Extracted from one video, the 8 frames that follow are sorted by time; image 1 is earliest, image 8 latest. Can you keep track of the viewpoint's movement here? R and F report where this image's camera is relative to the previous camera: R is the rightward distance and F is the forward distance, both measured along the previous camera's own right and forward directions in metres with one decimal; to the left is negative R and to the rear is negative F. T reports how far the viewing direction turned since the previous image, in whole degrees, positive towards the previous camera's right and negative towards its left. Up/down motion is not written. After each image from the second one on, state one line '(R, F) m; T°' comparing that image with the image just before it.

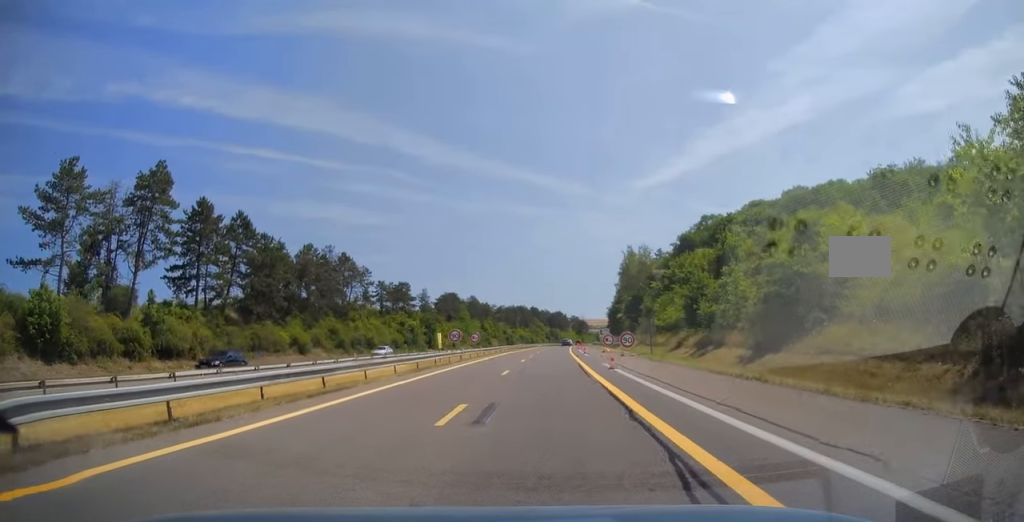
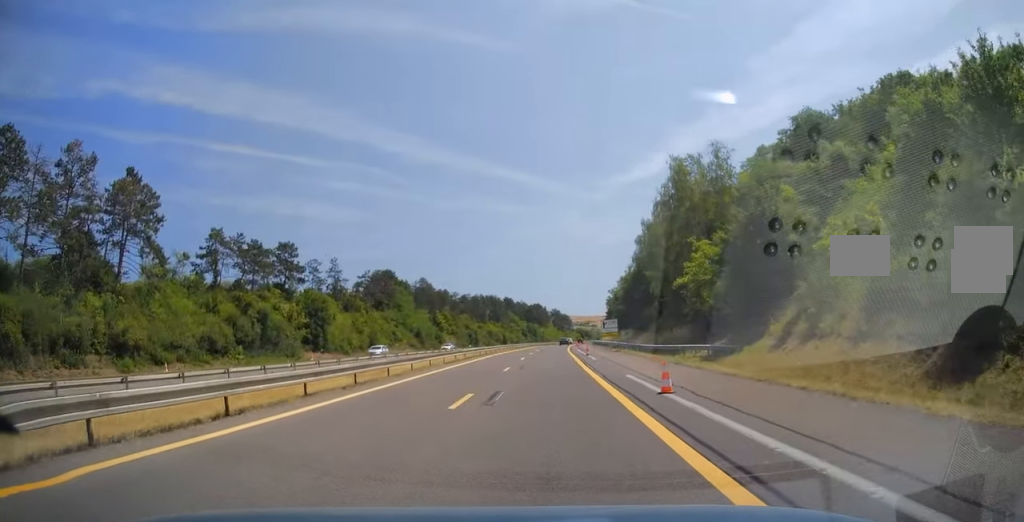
(+1.6, +62.4) m; +2°
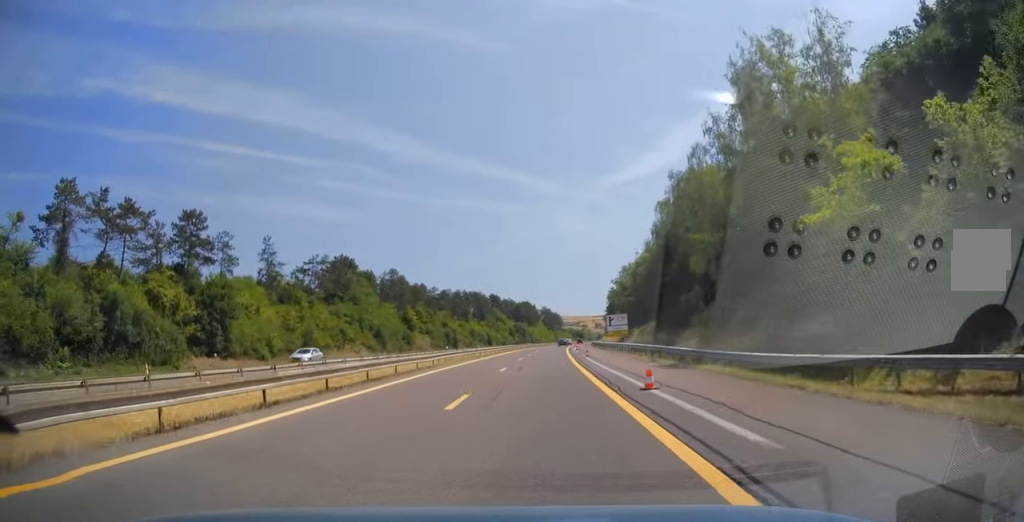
(-0.1, +25.8) m; +1°
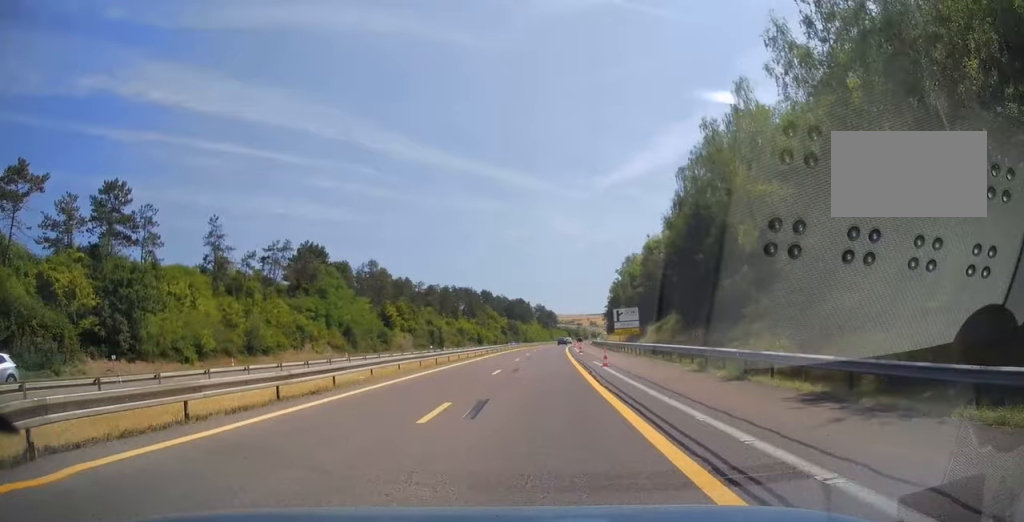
(+0.2, +14.9) m; +1°
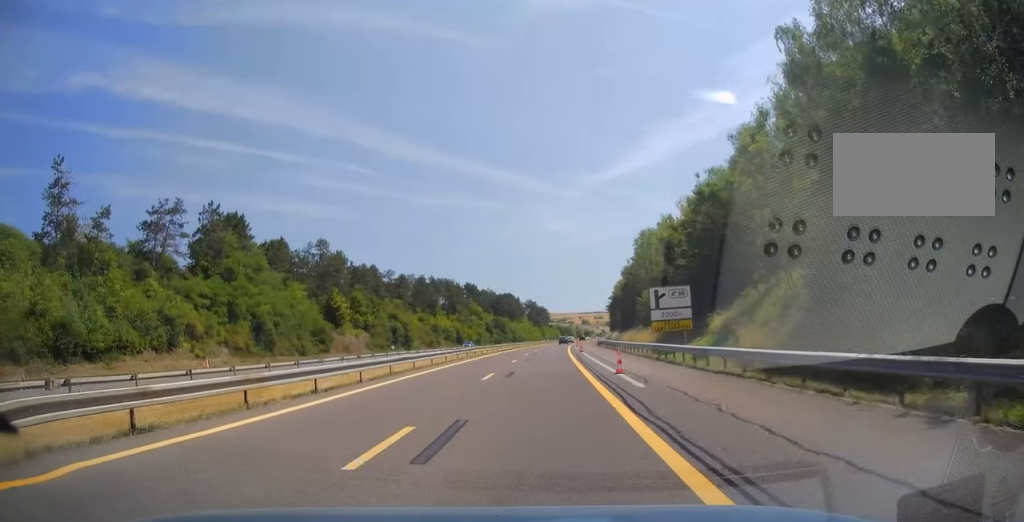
(+0.2, +29.5) m; +1°
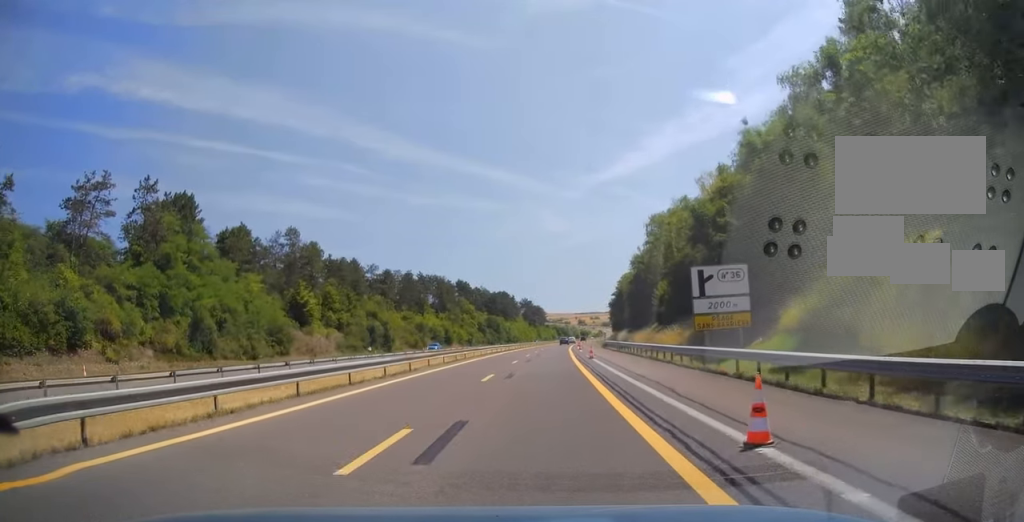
(0.0, +13.2) m; +1°
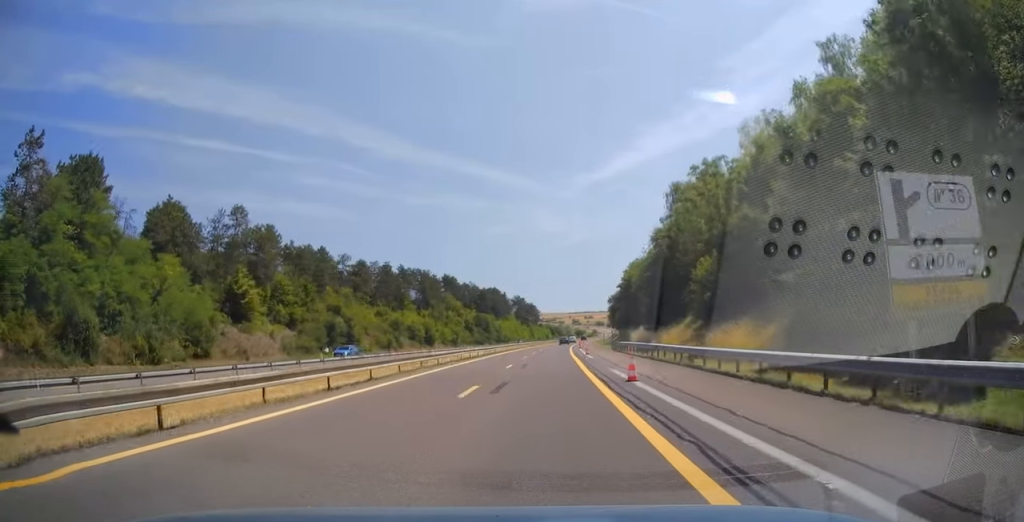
(+0.3, +18.0) m; +1°
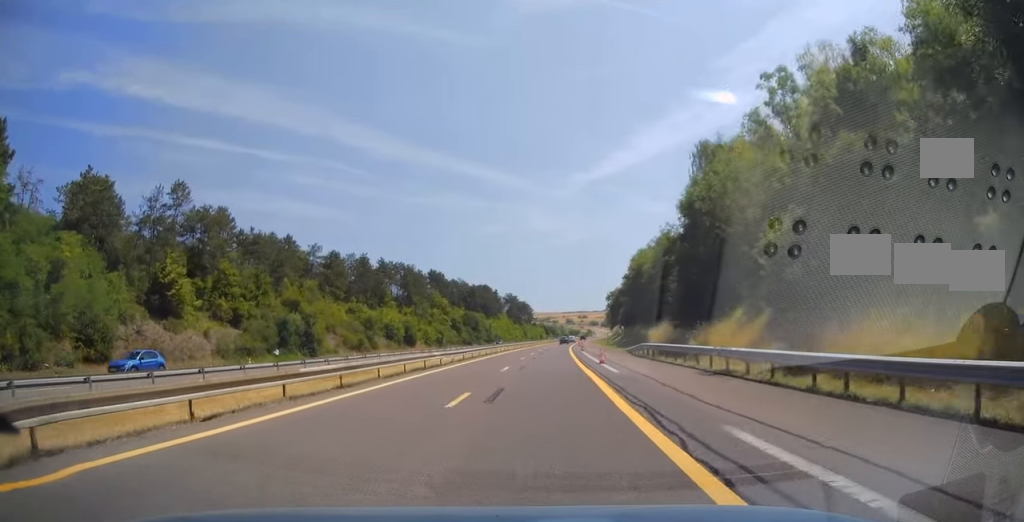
(0.0, +15.0) m; +1°
